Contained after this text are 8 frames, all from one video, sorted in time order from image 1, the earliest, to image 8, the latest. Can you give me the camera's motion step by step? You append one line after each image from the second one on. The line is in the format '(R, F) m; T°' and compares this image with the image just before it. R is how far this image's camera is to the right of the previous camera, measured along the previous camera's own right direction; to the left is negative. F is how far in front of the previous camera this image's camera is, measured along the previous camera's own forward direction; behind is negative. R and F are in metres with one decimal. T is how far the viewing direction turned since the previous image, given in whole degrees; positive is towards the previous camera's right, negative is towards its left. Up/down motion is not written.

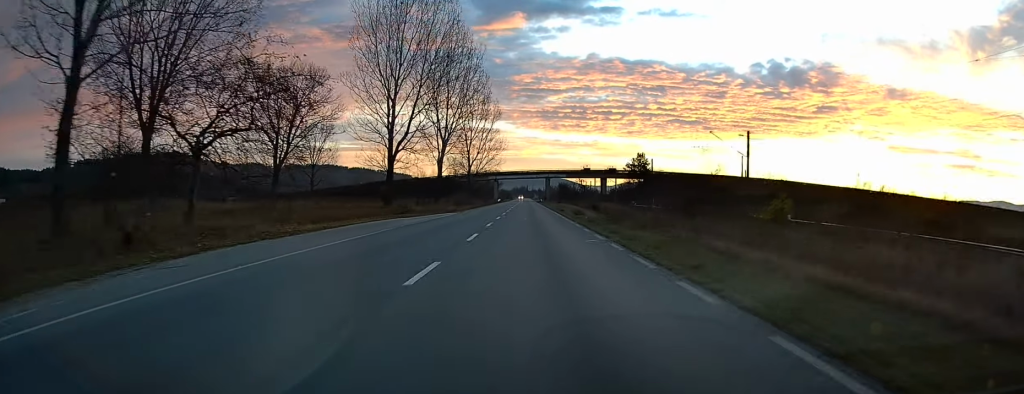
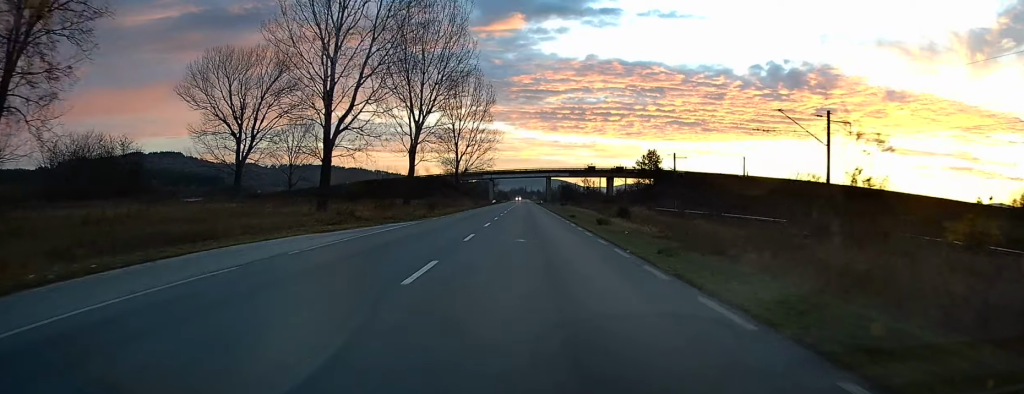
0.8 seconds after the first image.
(0.0, +17.8) m; 0°
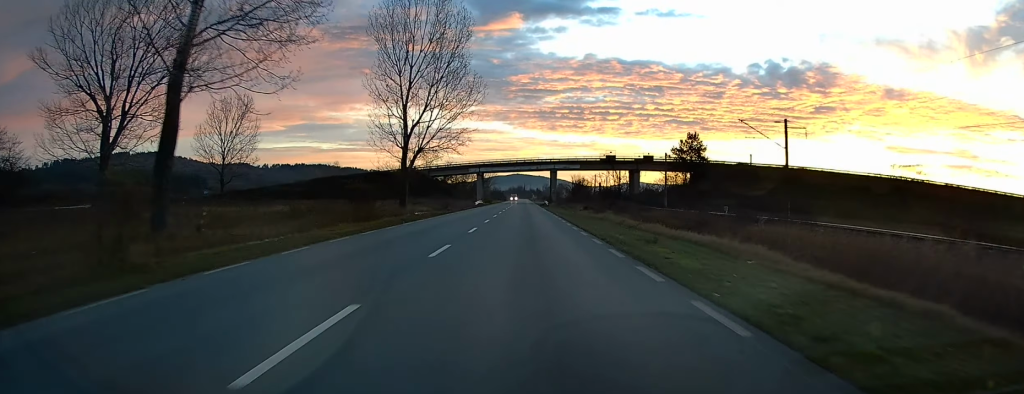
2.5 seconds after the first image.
(-0.2, +40.9) m; -1°
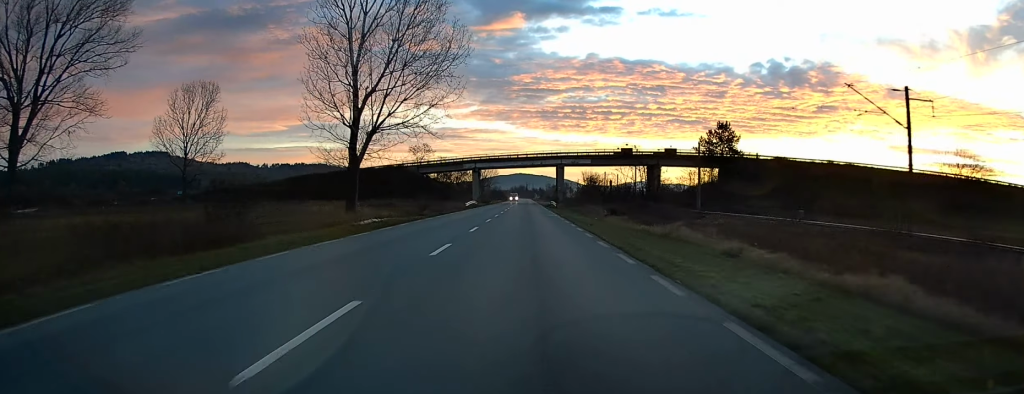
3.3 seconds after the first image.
(-0.3, +17.8) m; 0°
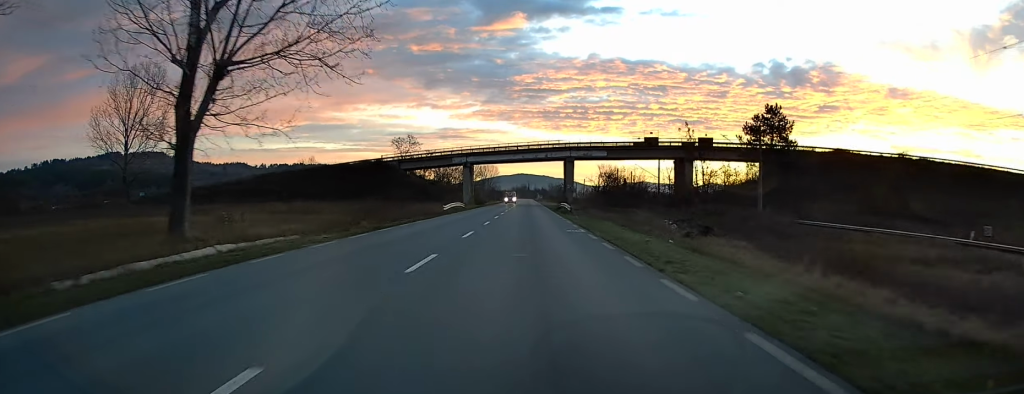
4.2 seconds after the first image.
(+0.3, +20.8) m; +1°
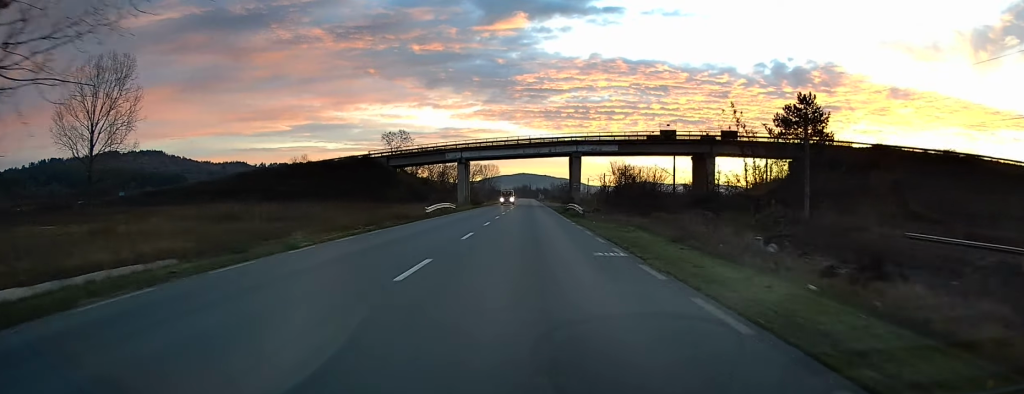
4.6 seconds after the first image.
(0.0, +10.0) m; 0°
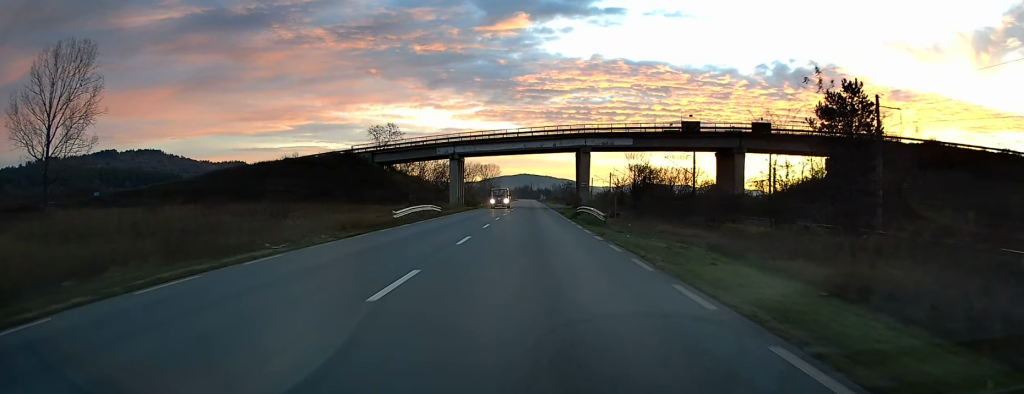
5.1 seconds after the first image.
(0.0, +10.8) m; -1°
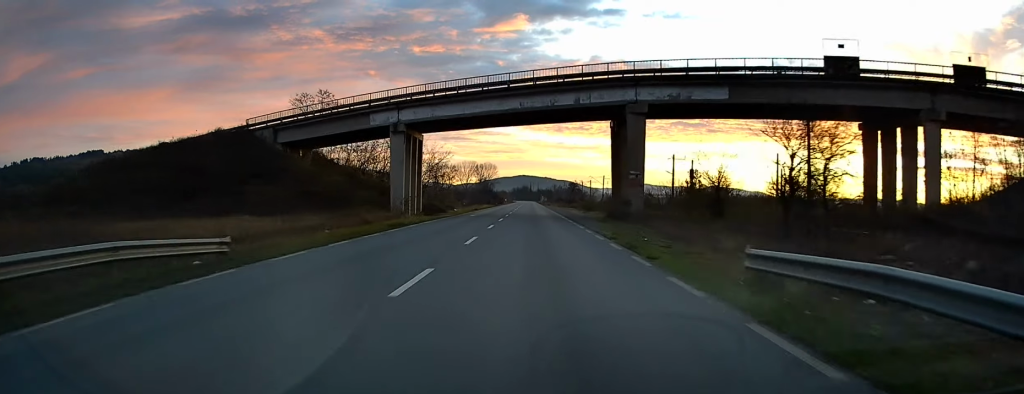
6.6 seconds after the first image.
(-0.4, +35.3) m; 0°
